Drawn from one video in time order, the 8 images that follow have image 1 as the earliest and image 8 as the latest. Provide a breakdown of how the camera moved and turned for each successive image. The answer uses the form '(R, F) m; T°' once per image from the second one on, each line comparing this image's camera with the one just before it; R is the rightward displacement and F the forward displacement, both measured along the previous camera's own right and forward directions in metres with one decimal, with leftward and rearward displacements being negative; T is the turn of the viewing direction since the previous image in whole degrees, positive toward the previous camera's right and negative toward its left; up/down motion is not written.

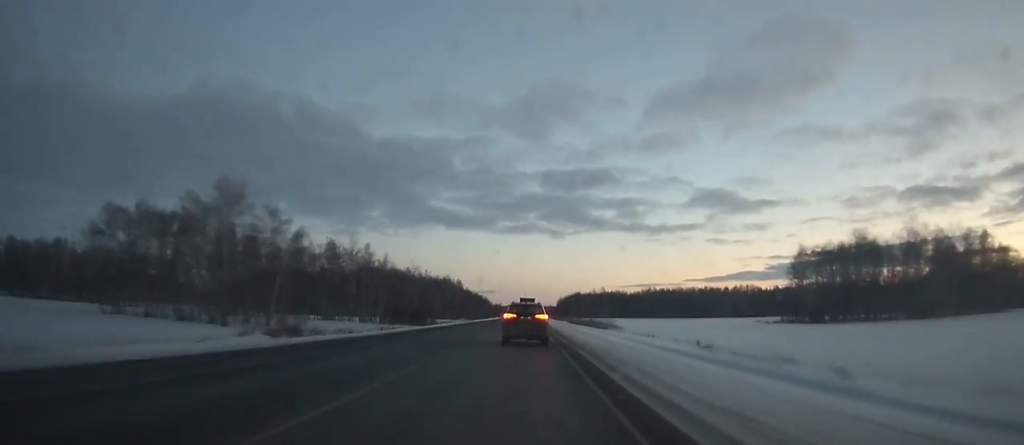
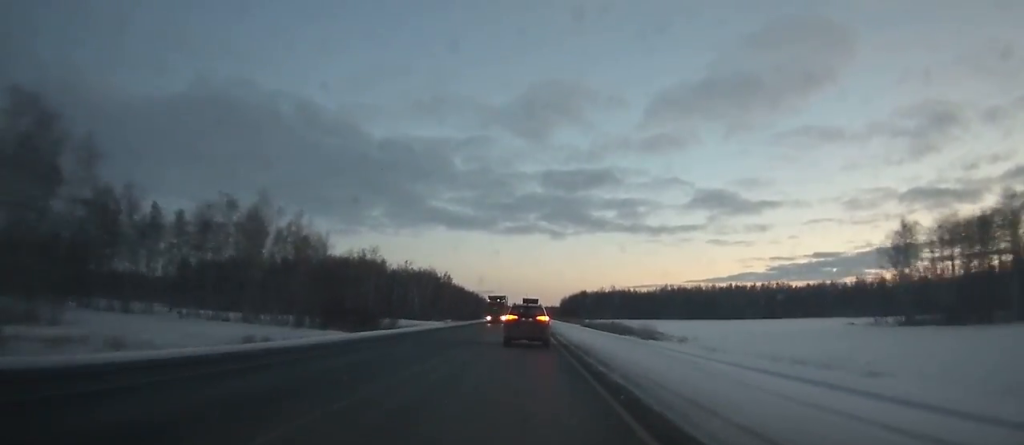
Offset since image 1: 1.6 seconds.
(-0.1, +40.2) m; 0°
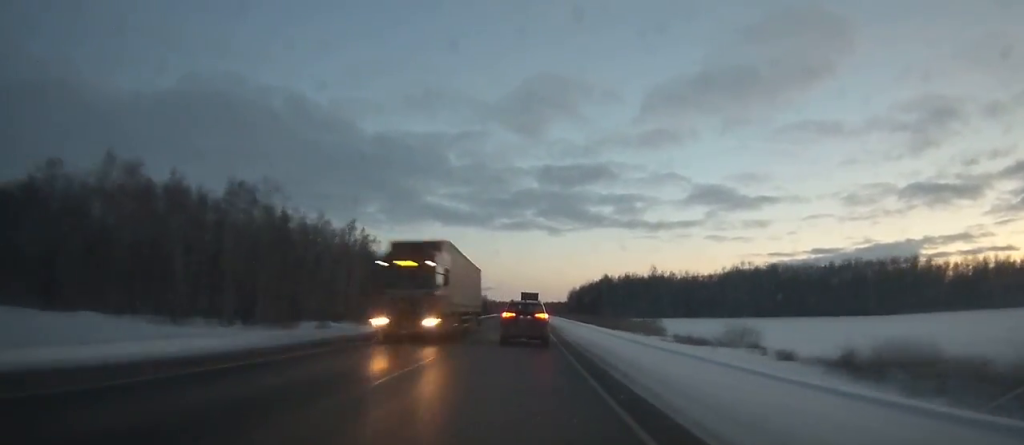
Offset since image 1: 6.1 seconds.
(+0.1, +112.7) m; 0°
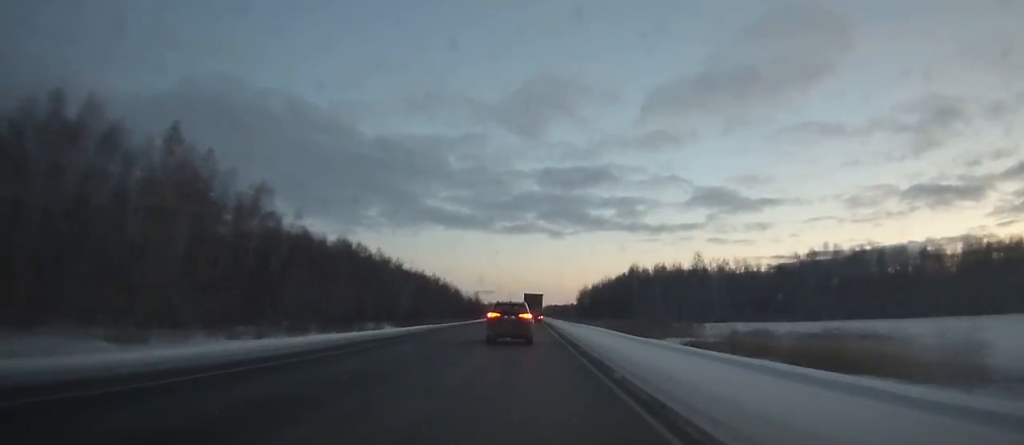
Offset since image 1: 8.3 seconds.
(-0.1, +55.2) m; 0°
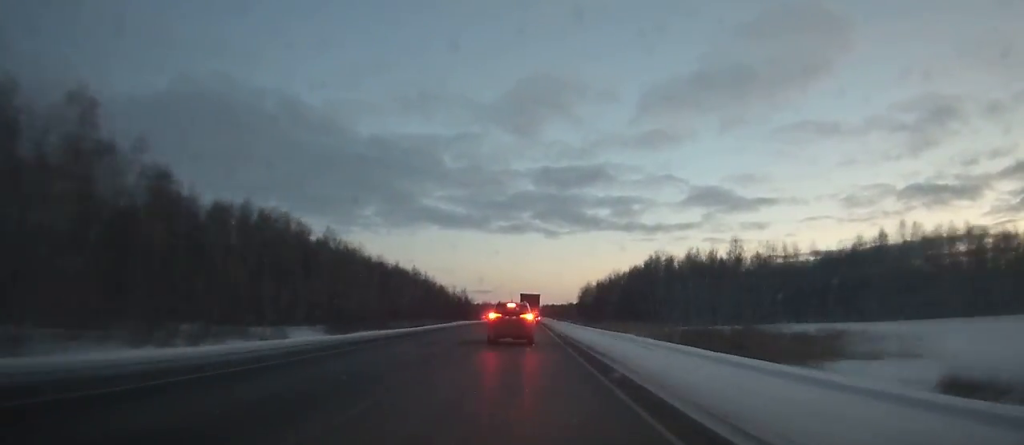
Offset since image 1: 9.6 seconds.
(-0.1, +32.7) m; 0°
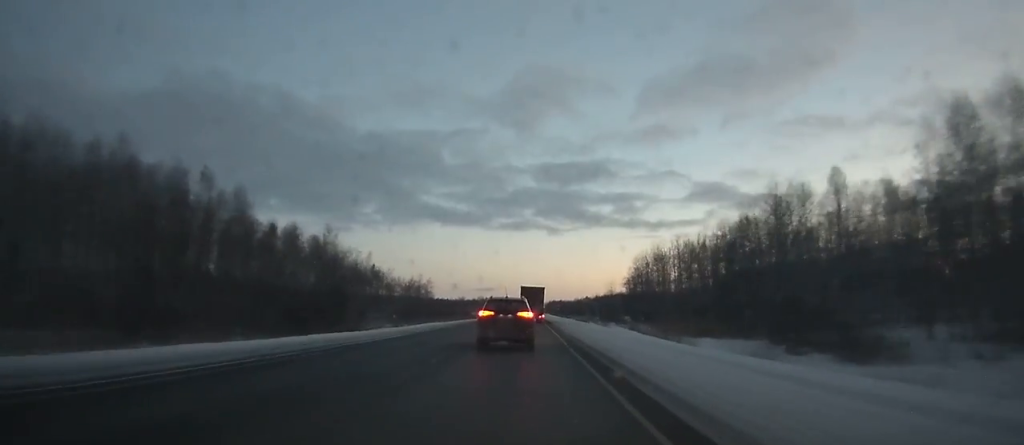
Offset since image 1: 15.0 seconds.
(+0.1, +134.1) m; 0°
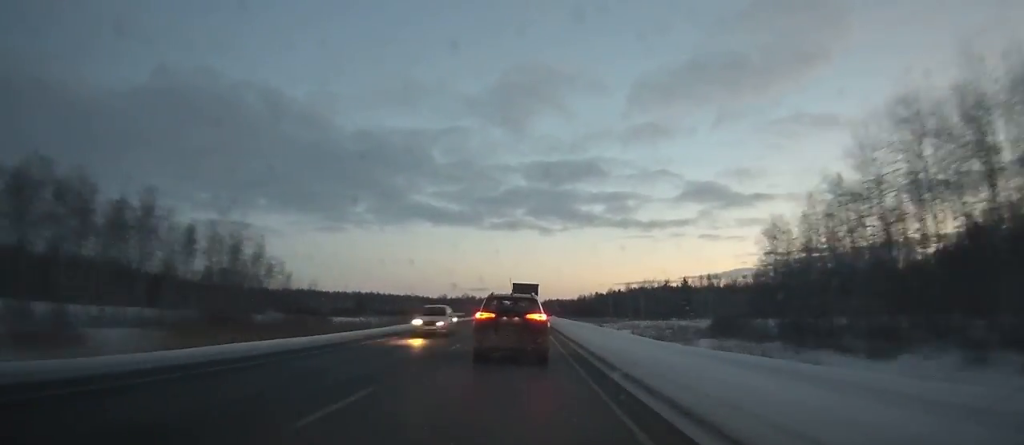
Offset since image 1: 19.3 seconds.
(+0.1, +103.2) m; 0°
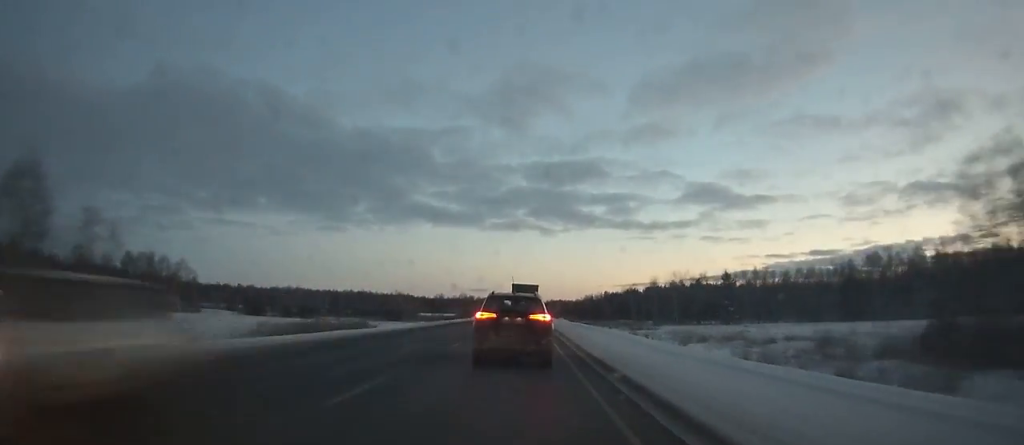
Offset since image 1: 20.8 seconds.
(0.0, +34.6) m; 0°
